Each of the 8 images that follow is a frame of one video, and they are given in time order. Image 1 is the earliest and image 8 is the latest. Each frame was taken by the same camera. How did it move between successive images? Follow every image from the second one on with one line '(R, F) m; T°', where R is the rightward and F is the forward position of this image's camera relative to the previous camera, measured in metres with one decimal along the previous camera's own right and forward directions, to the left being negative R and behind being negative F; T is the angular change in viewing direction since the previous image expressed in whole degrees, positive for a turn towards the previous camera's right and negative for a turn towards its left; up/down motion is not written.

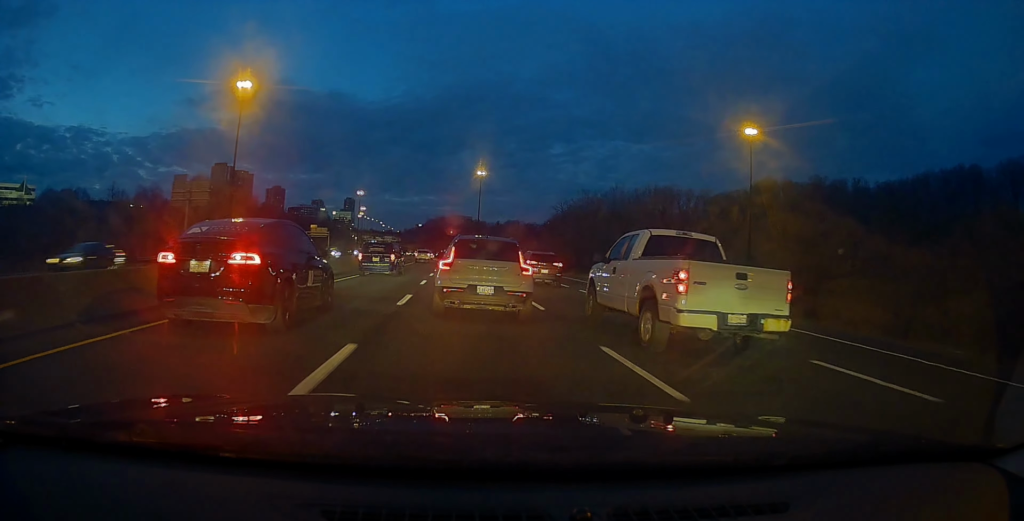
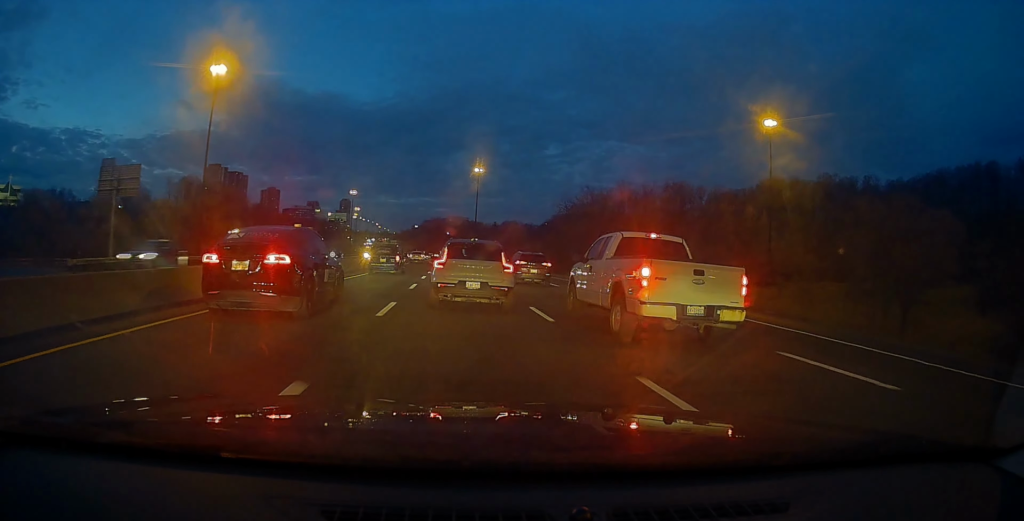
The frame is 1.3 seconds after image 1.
(0.0, +10.2) m; 0°
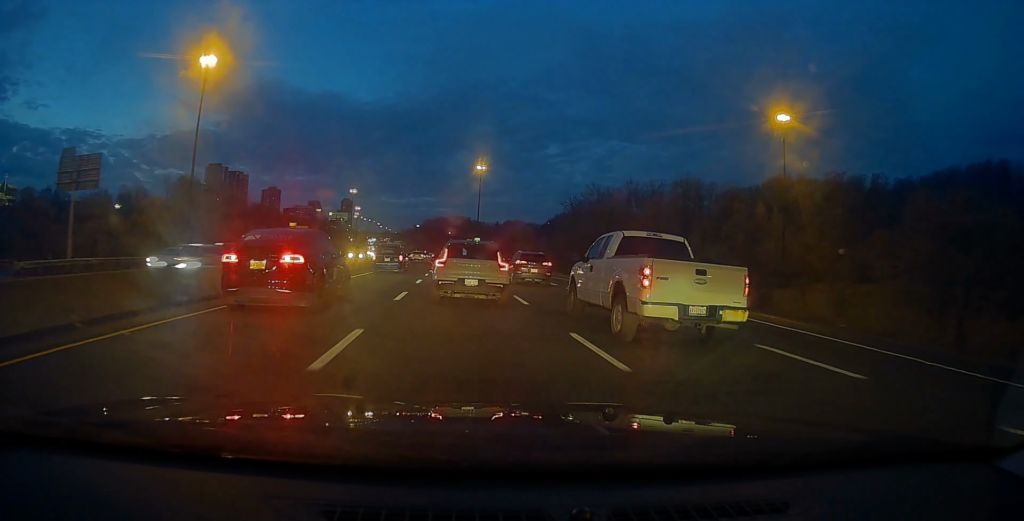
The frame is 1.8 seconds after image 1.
(0.0, +4.7) m; 0°
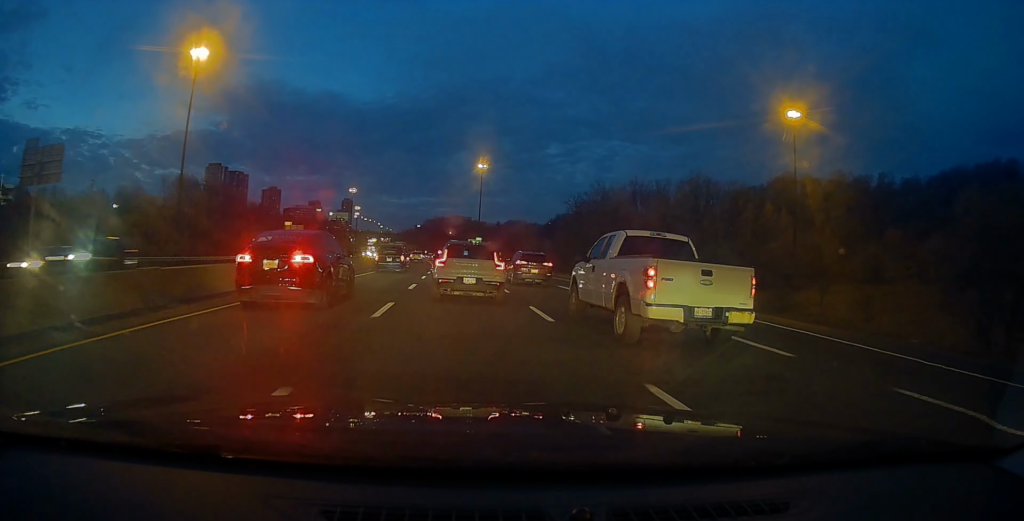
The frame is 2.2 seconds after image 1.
(0.0, +4.0) m; 0°
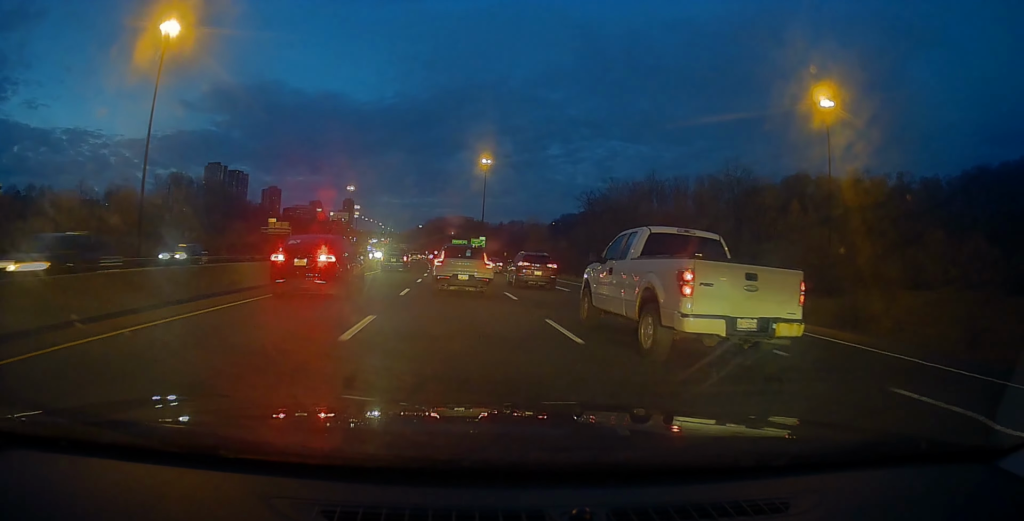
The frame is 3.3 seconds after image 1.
(0.0, +11.5) m; 0°
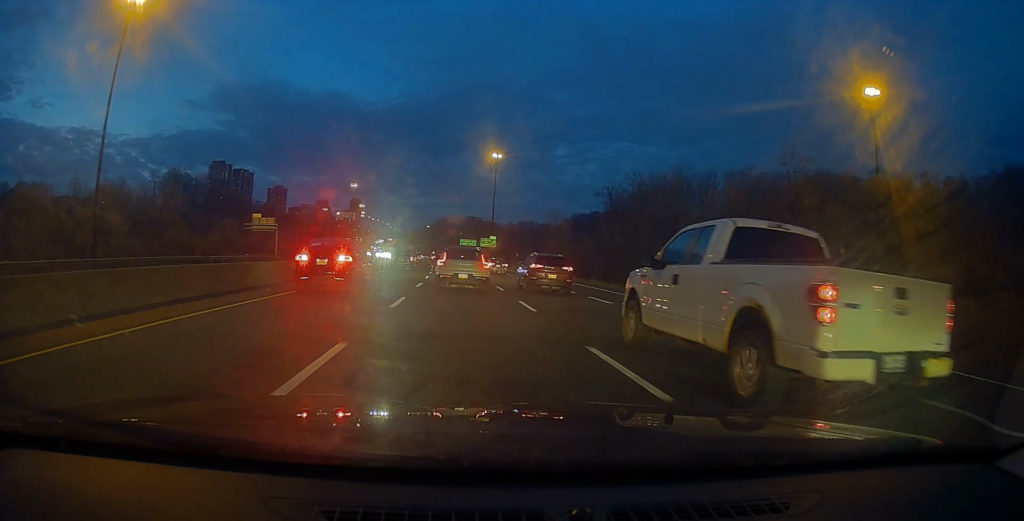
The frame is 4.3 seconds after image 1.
(0.0, +12.0) m; -1°
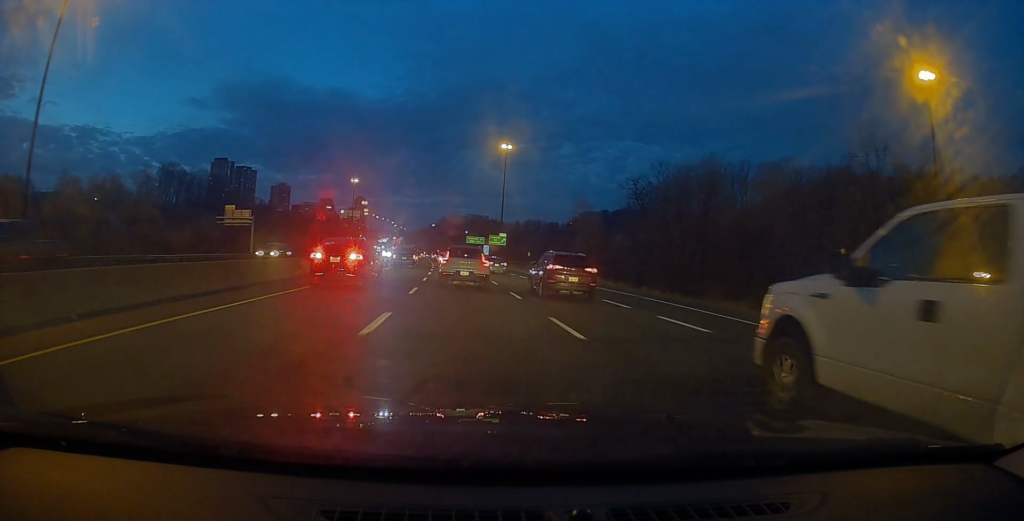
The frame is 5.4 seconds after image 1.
(-0.2, +13.4) m; -2°
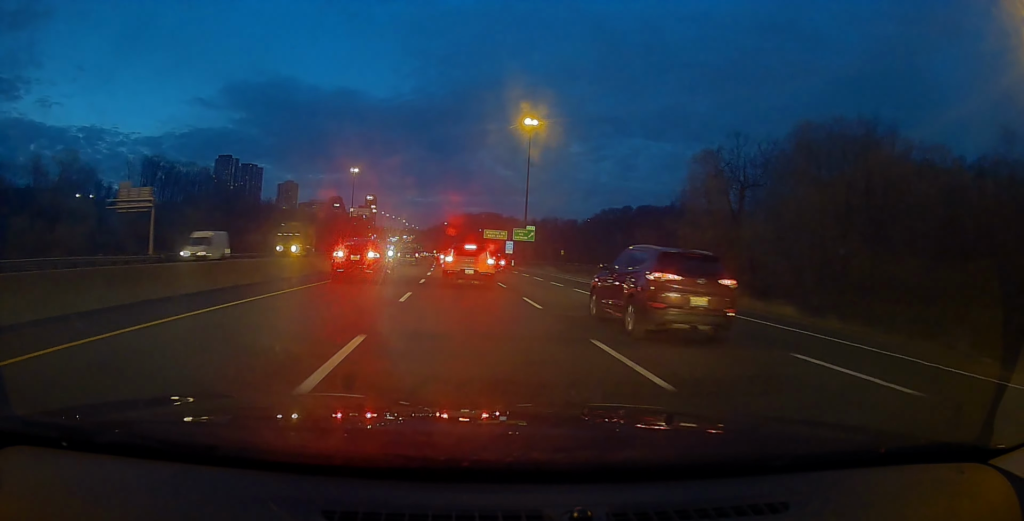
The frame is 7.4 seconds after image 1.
(+0.2, +30.1) m; +1°
